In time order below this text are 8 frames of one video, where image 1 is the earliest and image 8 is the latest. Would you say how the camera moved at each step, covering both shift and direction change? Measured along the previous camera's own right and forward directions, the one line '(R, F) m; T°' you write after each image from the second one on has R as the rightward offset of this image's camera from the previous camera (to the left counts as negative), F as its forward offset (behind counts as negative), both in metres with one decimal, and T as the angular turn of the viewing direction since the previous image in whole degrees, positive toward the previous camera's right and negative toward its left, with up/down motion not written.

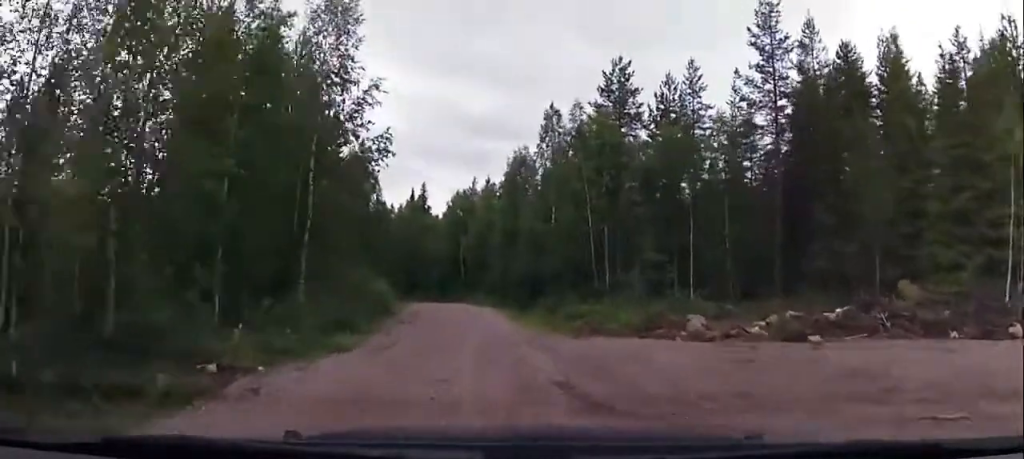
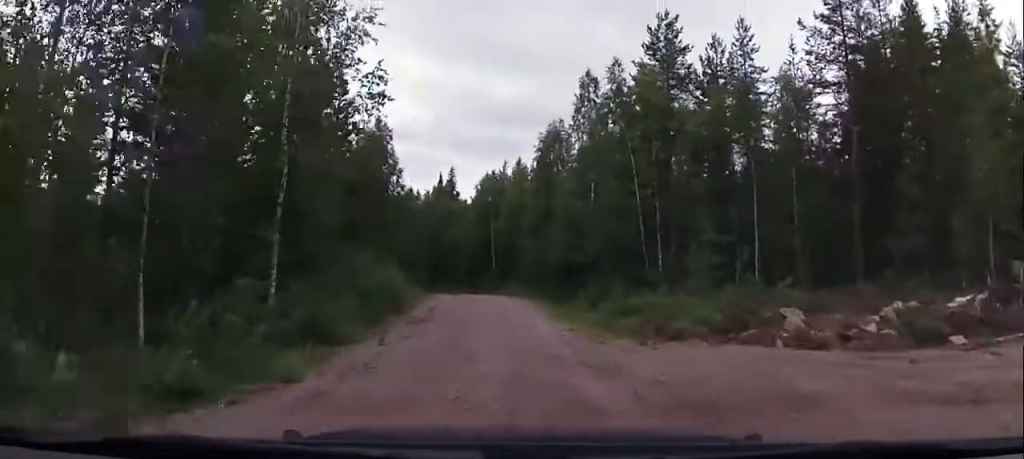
(-0.2, +5.3) m; -1°
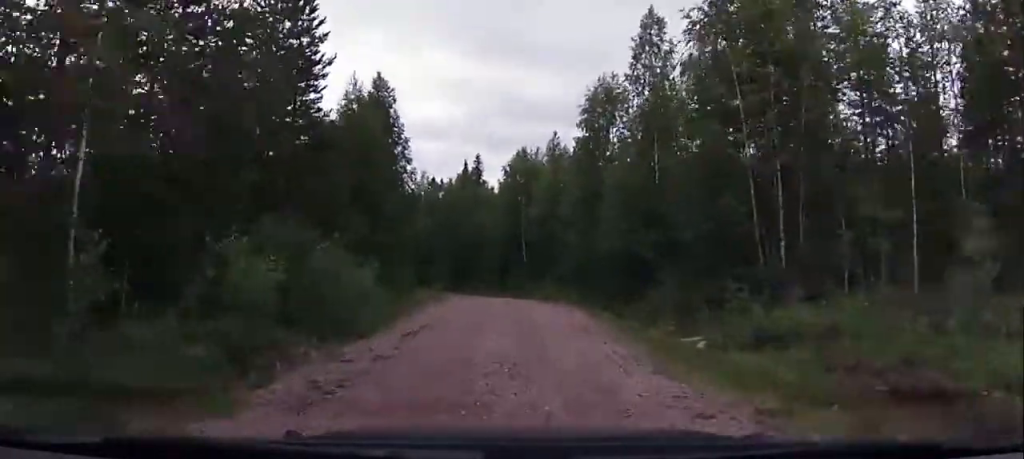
(-0.1, +10.6) m; -7°
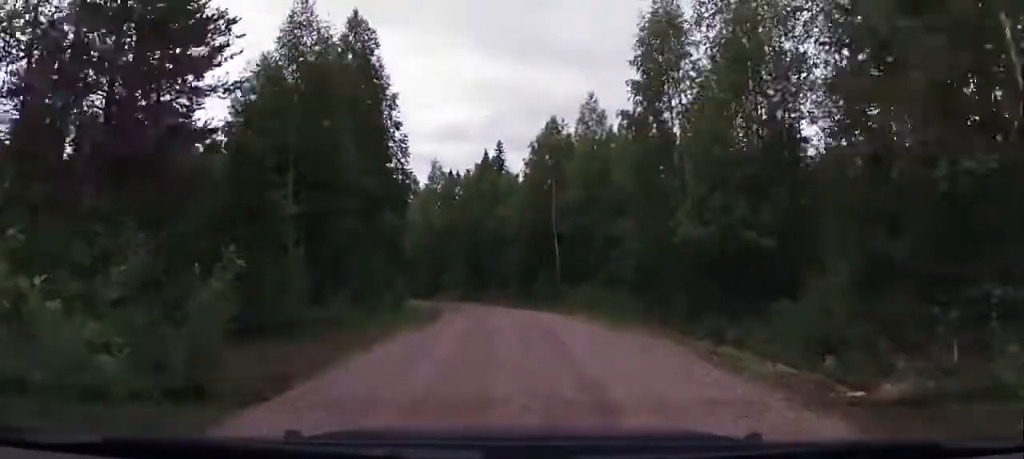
(-0.8, +9.6) m; -4°
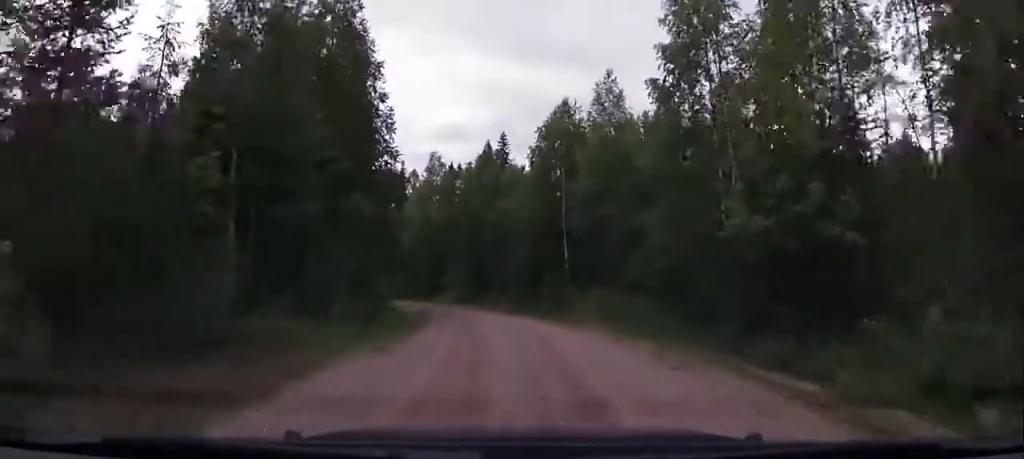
(+0.2, +4.1) m; 0°
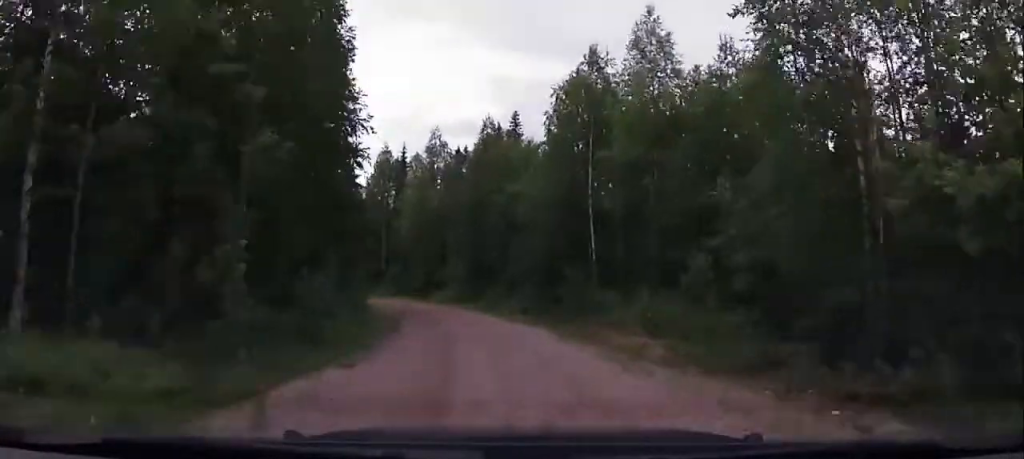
(-0.3, +7.3) m; -1°
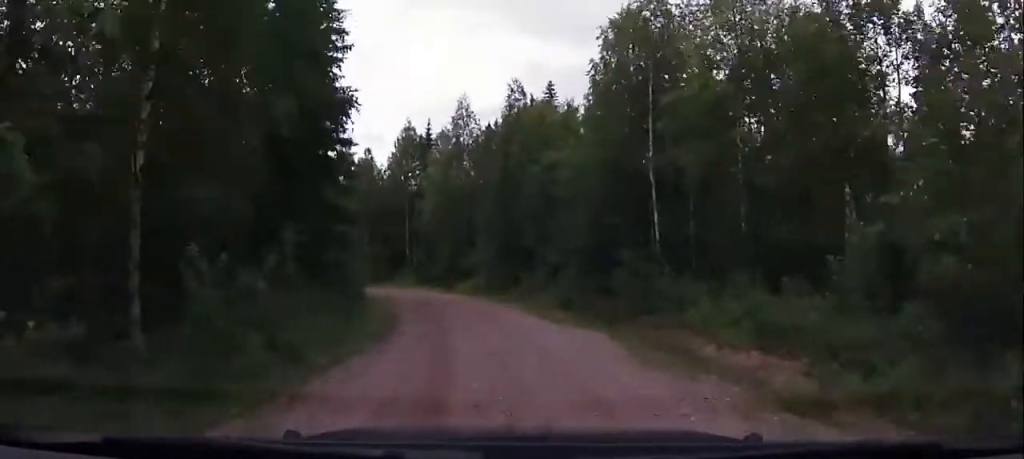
(0.0, +6.4) m; -1°
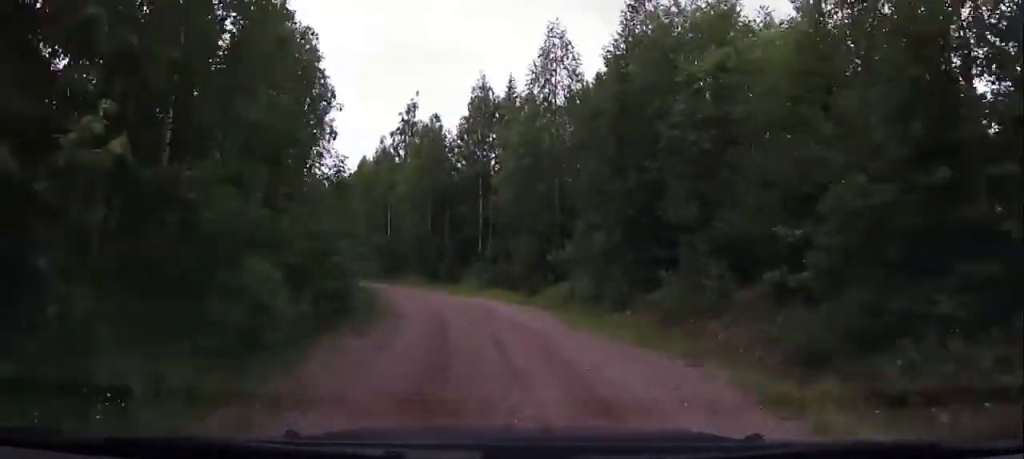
(-0.4, +15.3) m; -6°
